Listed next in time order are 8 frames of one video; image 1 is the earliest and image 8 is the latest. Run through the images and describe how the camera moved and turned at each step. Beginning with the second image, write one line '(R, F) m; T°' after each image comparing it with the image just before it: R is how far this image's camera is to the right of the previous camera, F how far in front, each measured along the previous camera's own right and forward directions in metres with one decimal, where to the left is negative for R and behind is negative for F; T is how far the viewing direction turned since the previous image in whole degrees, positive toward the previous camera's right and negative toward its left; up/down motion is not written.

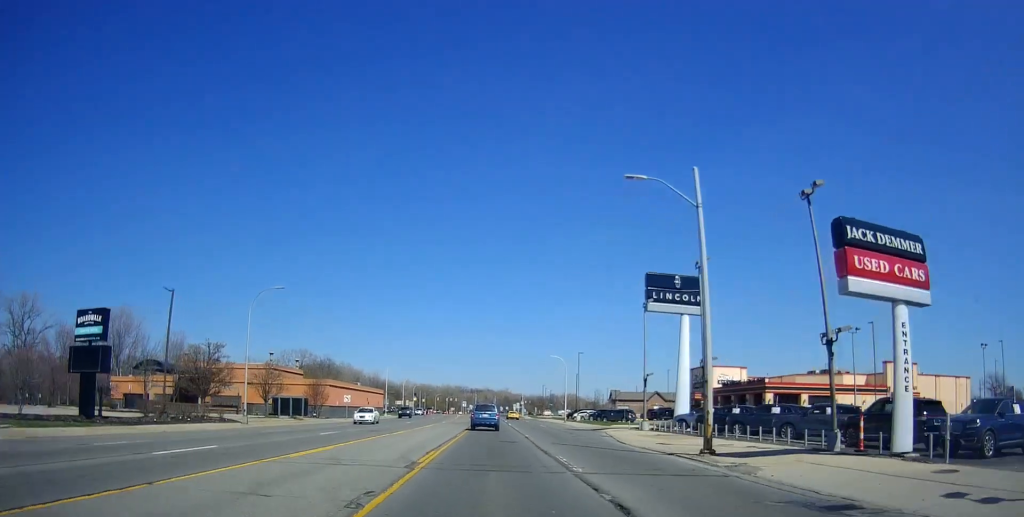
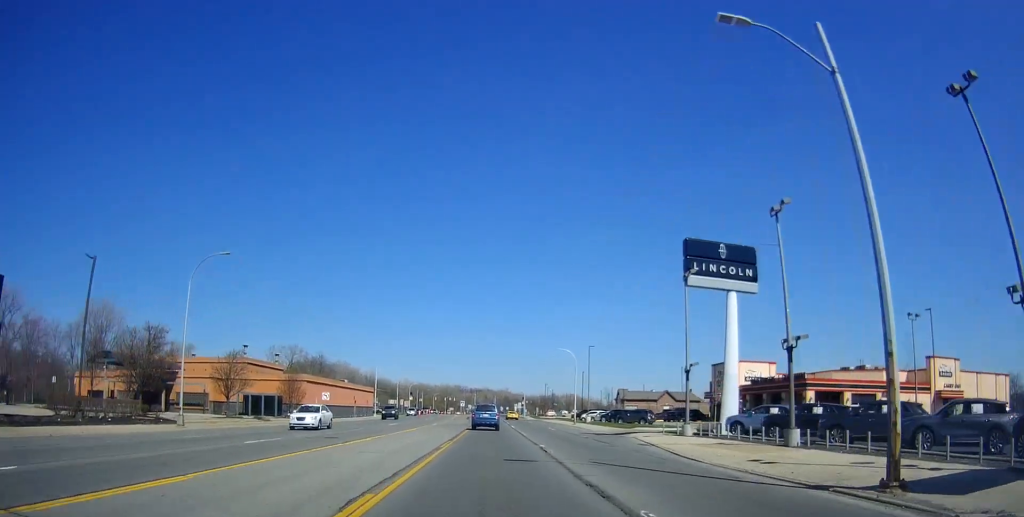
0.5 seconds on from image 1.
(0.0, +9.4) m; 0°
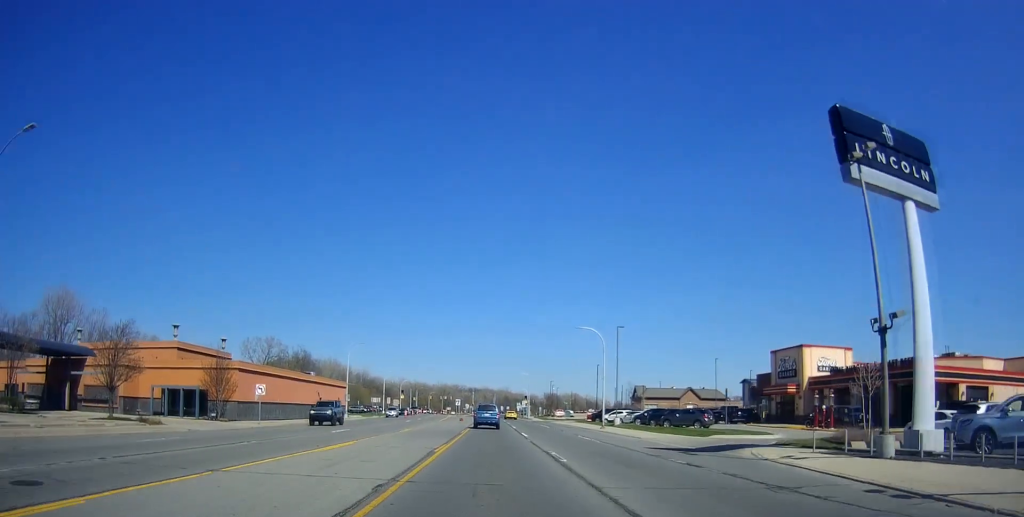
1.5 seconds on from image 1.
(-0.1, +18.1) m; +2°
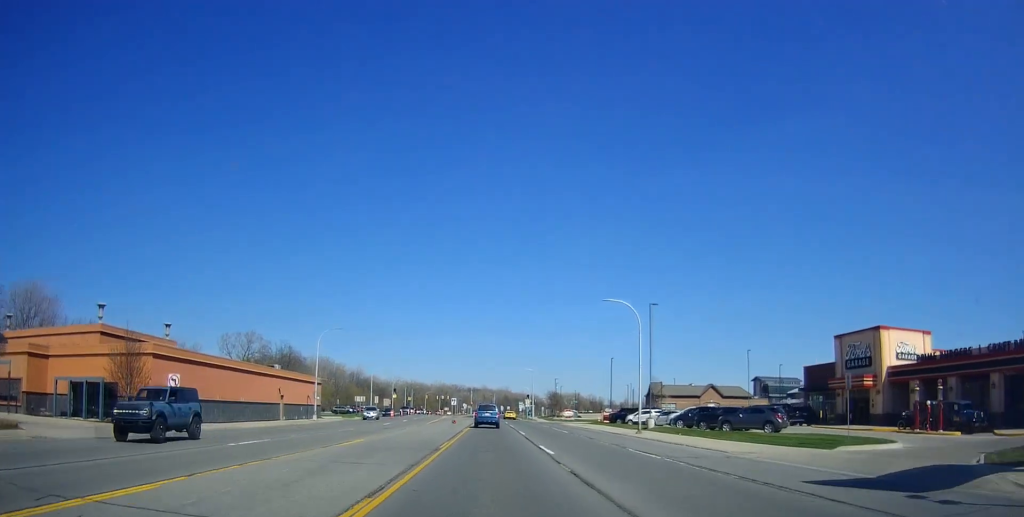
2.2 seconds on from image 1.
(+0.5, +13.1) m; 0°
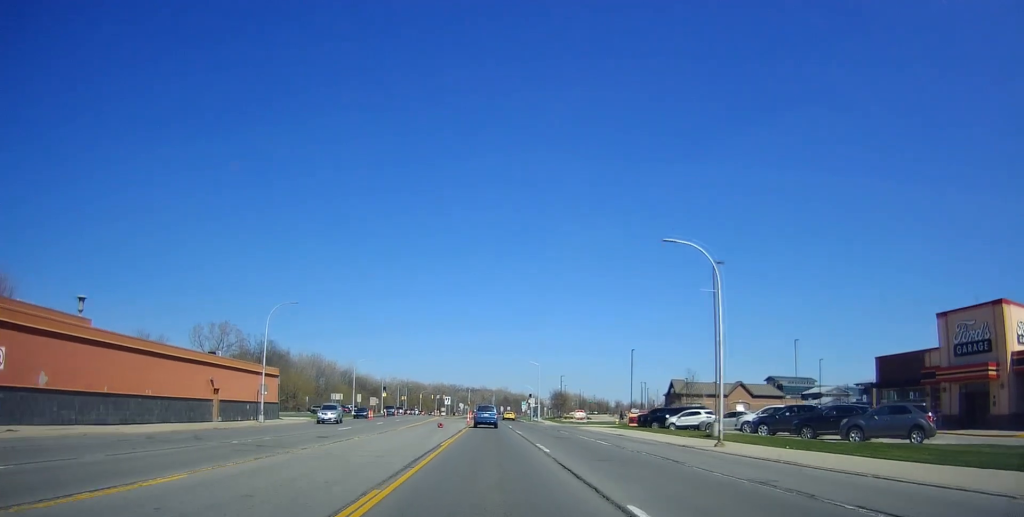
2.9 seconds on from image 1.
(-0.2, +14.3) m; -1°
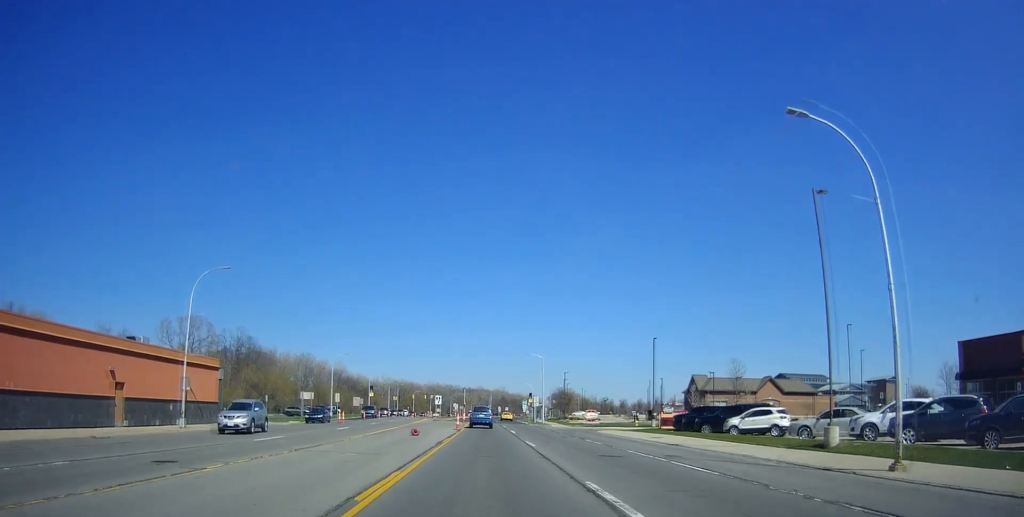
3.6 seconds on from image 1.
(-0.2, +12.5) m; -1°
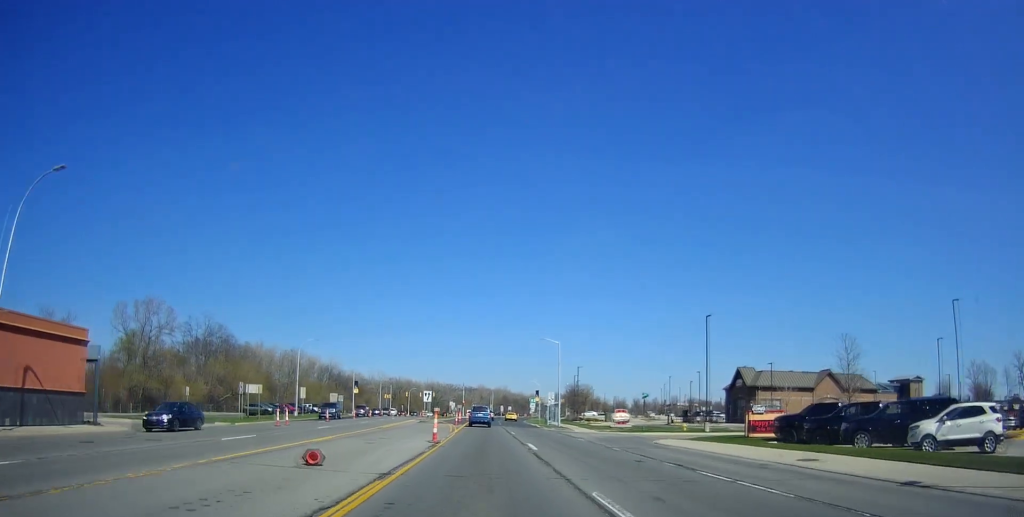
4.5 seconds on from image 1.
(+0.1, +17.0) m; 0°
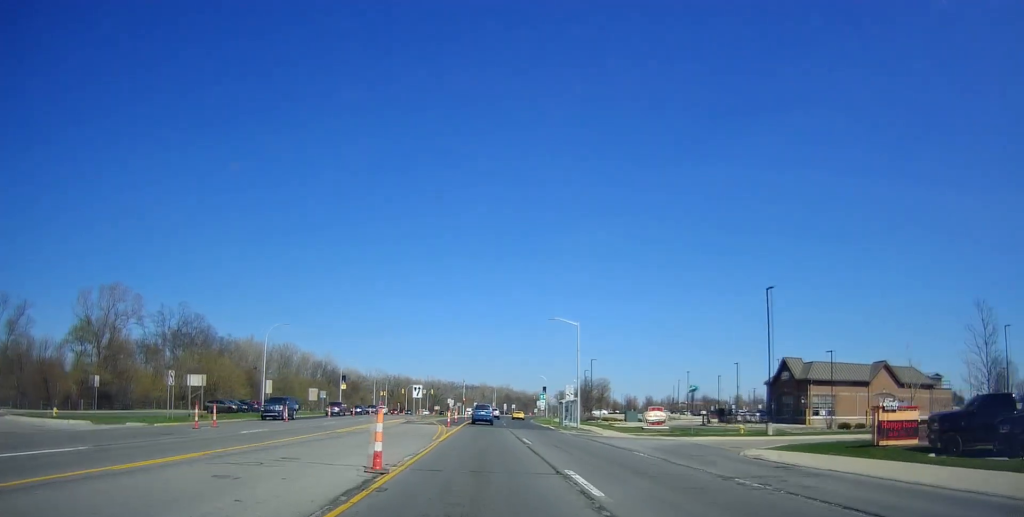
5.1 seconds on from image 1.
(0.0, +12.0) m; 0°
